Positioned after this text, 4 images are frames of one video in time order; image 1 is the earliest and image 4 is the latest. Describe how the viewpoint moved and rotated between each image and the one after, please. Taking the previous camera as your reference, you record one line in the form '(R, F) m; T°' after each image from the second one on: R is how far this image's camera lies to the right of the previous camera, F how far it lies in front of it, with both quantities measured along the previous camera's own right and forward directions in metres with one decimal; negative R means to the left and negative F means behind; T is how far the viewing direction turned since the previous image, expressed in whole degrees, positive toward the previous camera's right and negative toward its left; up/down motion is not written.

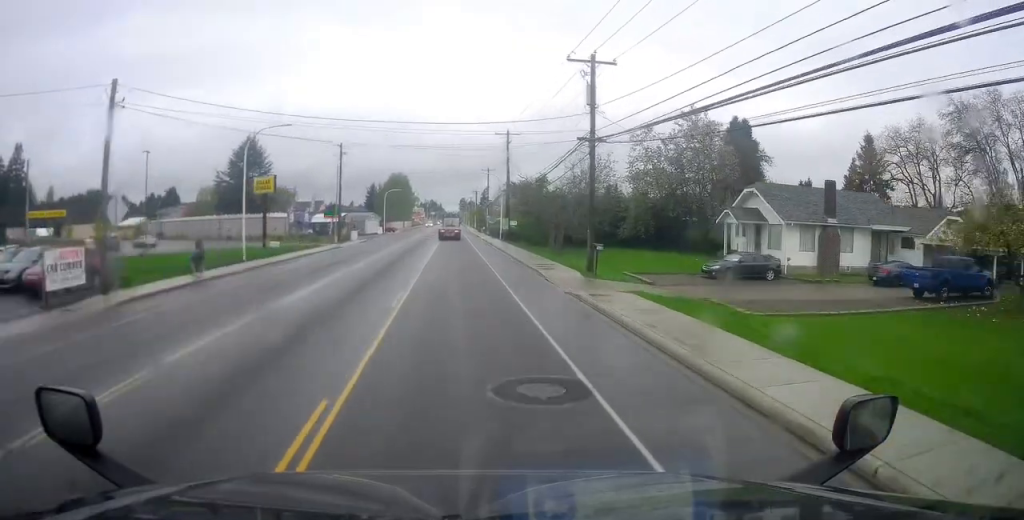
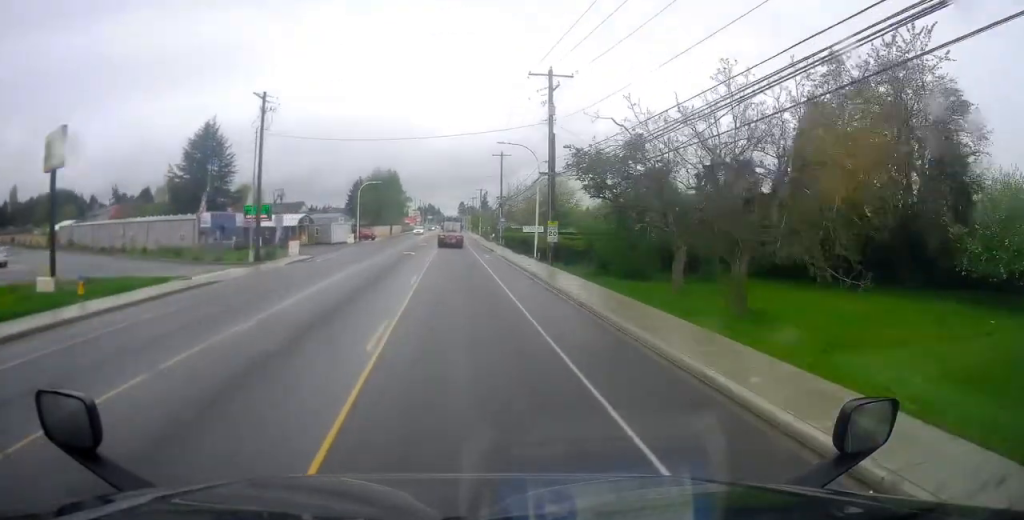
(-0.4, +29.1) m; -1°
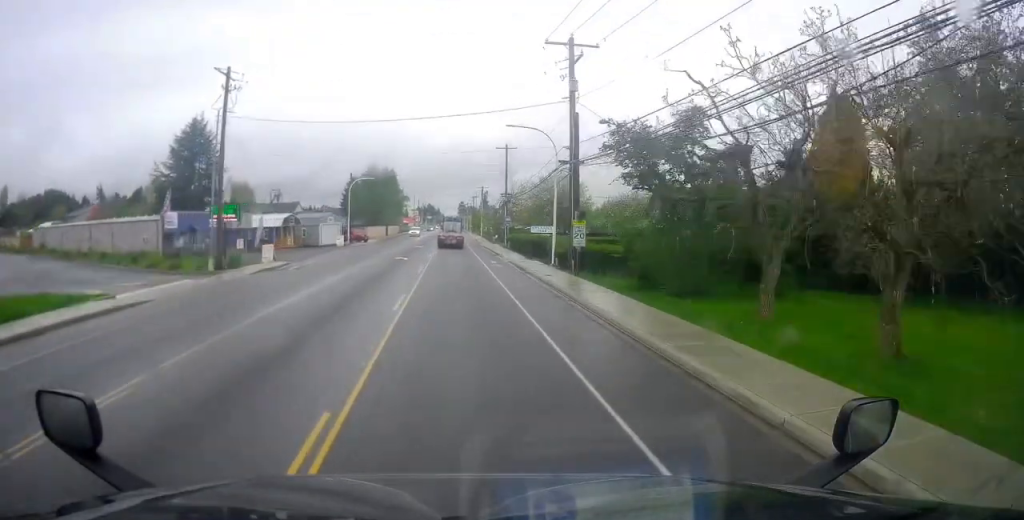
(+0.5, +6.9) m; 0°
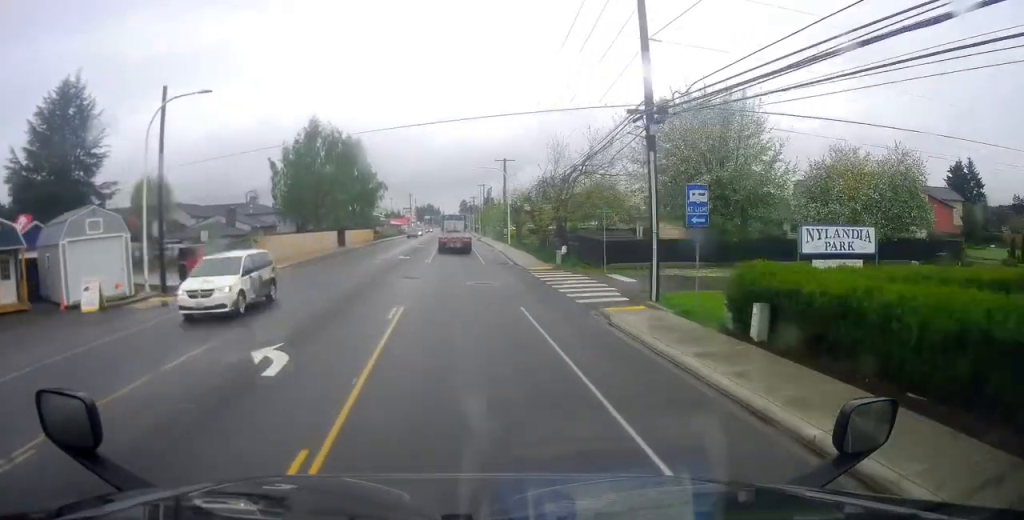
(-1.2, +55.6) m; 0°
